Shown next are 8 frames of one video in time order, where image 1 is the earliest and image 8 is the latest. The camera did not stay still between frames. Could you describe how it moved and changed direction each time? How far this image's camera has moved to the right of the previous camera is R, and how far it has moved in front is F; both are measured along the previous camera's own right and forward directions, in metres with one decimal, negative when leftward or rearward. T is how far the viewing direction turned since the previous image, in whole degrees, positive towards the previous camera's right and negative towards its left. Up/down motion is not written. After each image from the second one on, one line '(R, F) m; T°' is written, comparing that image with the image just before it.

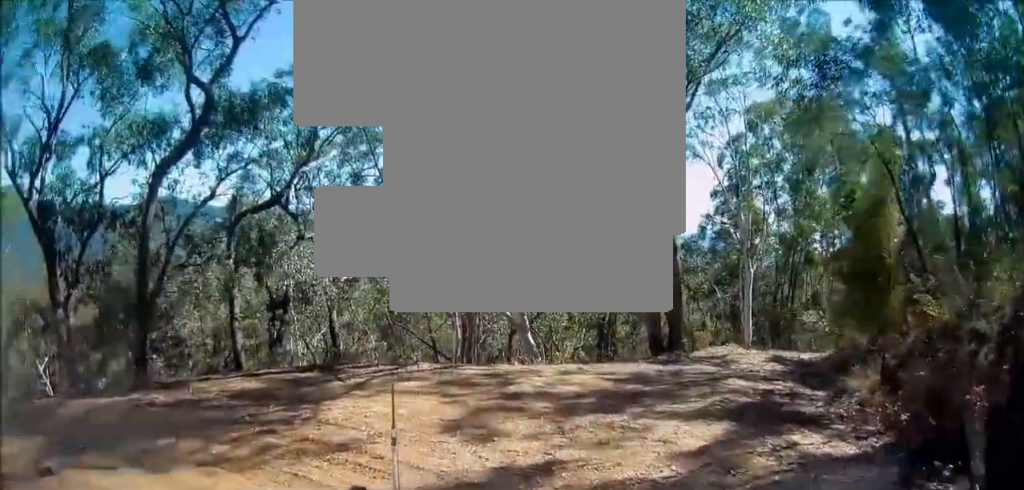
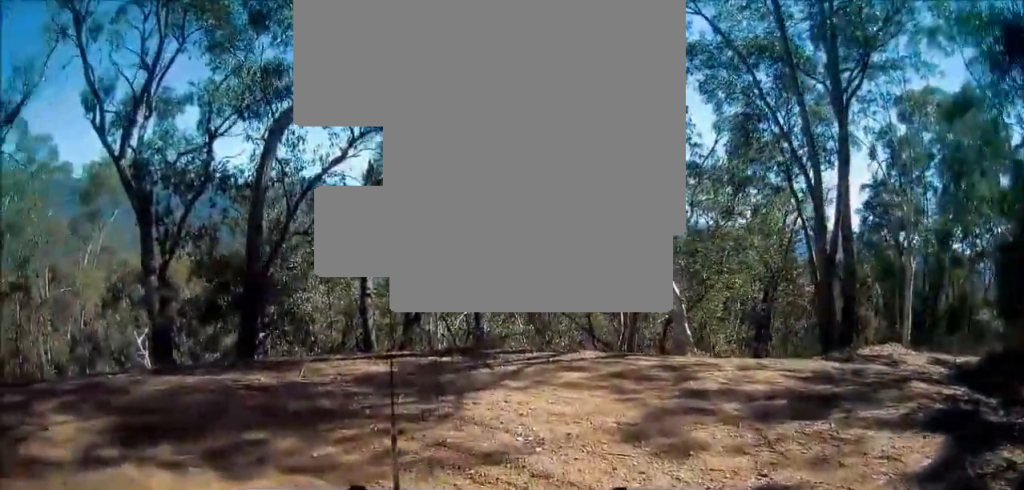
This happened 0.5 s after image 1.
(-0.1, +1.3) m; -11°
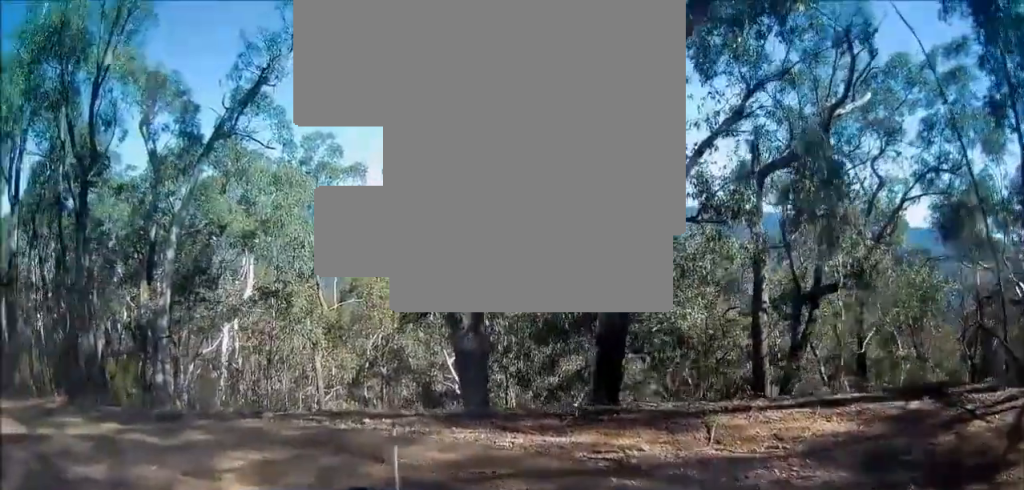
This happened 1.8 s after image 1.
(-0.7, +2.7) m; -31°
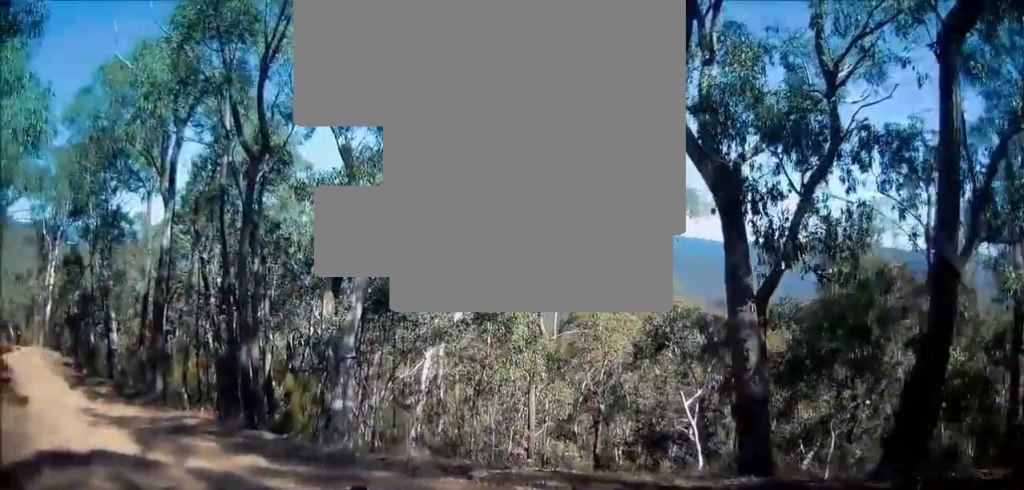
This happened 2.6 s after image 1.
(-0.3, +1.7) m; -18°
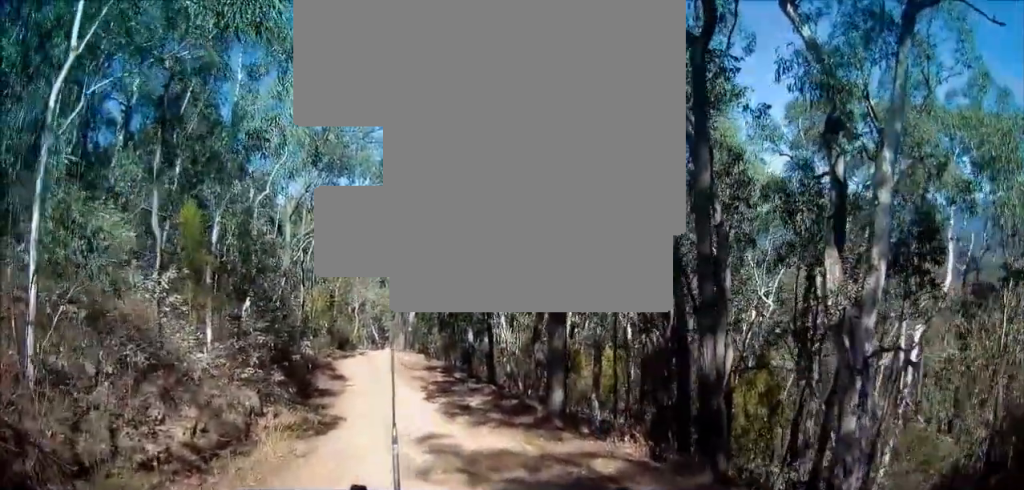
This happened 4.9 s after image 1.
(-1.6, +4.8) m; -29°
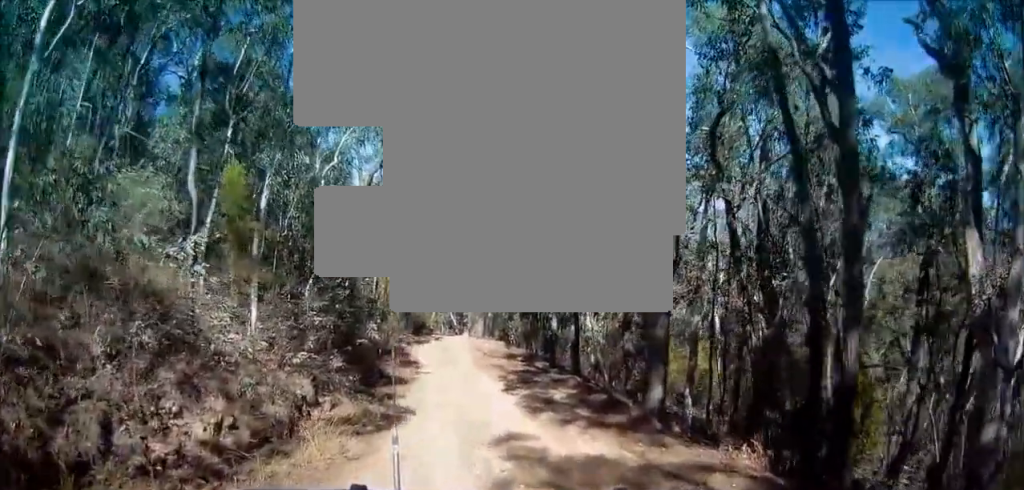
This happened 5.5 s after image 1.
(-0.1, +1.5) m; -3°
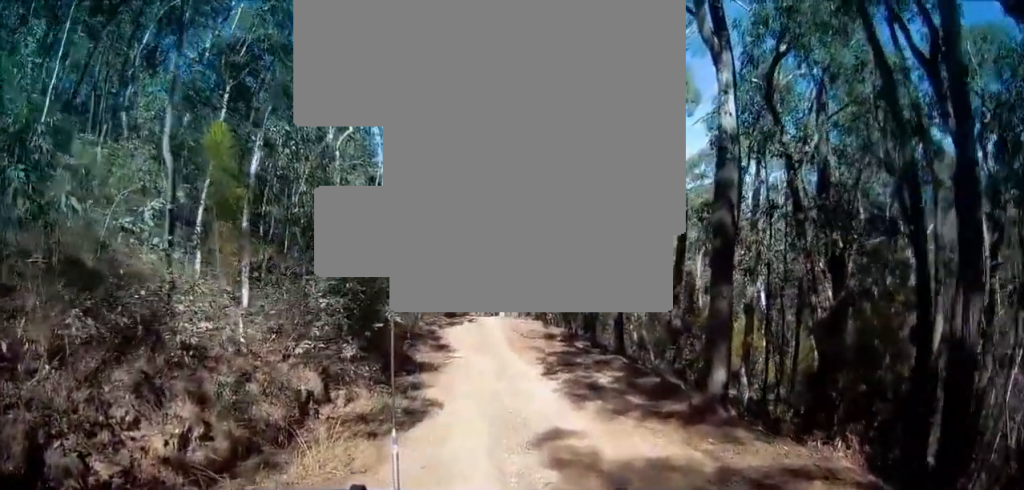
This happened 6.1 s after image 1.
(0.0, +1.4) m; -1°
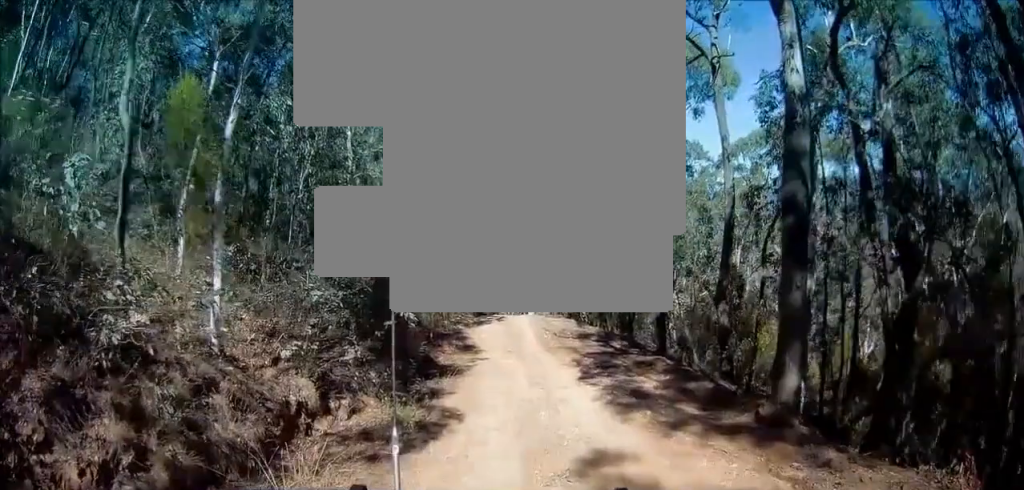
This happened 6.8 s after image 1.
(0.0, +1.5) m; 0°
